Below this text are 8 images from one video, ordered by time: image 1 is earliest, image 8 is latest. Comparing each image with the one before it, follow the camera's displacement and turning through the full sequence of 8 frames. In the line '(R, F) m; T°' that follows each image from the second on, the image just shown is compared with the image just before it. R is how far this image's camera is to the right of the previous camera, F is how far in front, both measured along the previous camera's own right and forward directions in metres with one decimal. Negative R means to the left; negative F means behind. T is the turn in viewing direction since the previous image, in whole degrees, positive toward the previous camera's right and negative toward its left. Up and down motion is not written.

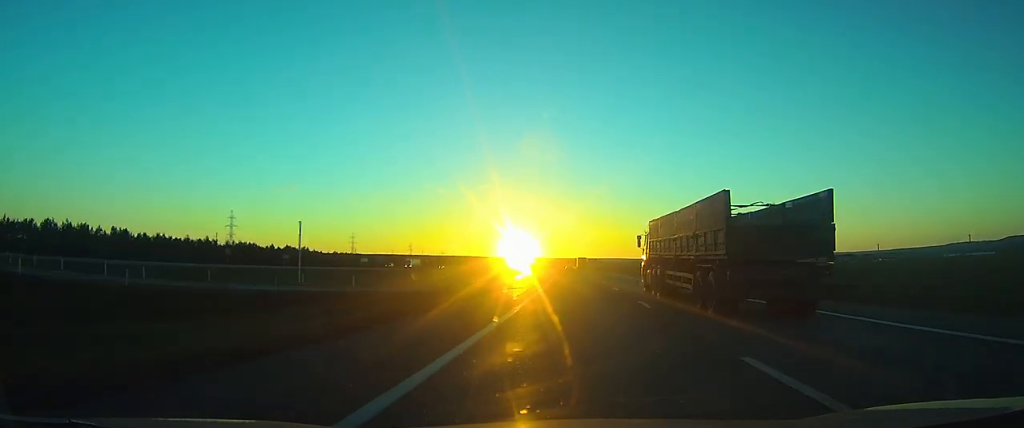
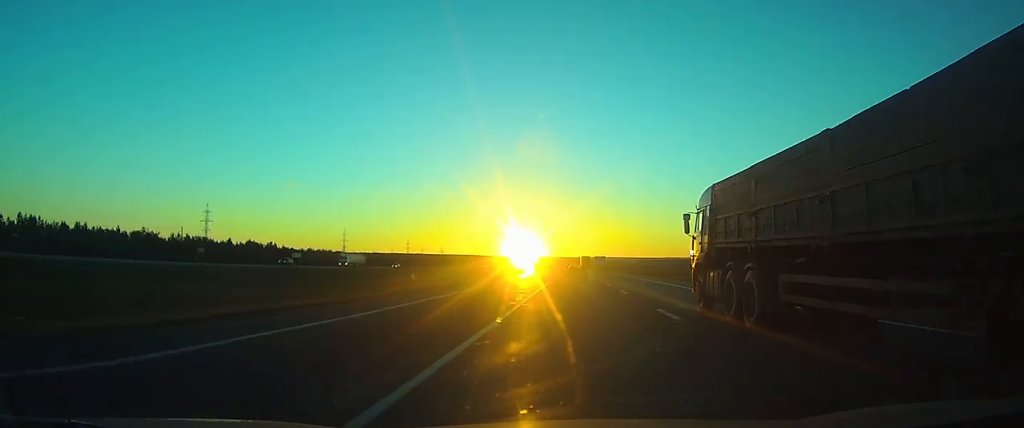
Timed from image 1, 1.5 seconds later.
(-0.3, +38.6) m; -1°
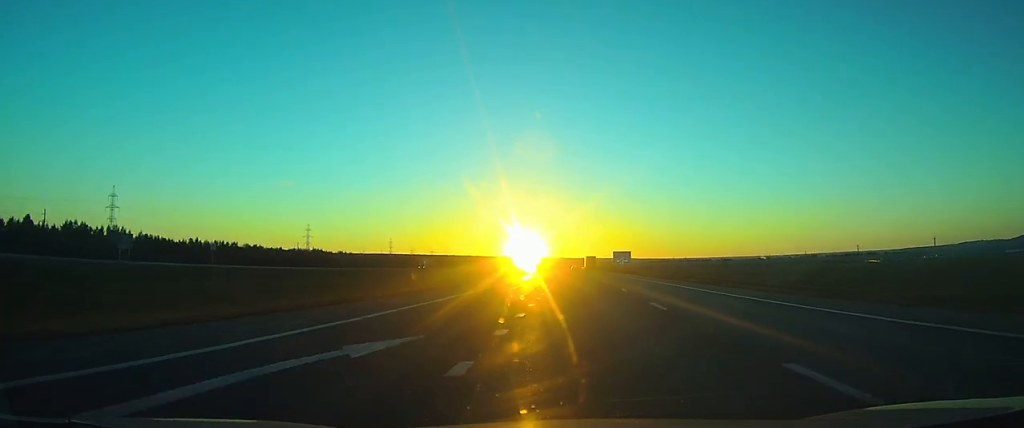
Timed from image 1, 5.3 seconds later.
(-0.6, +101.0) m; 0°
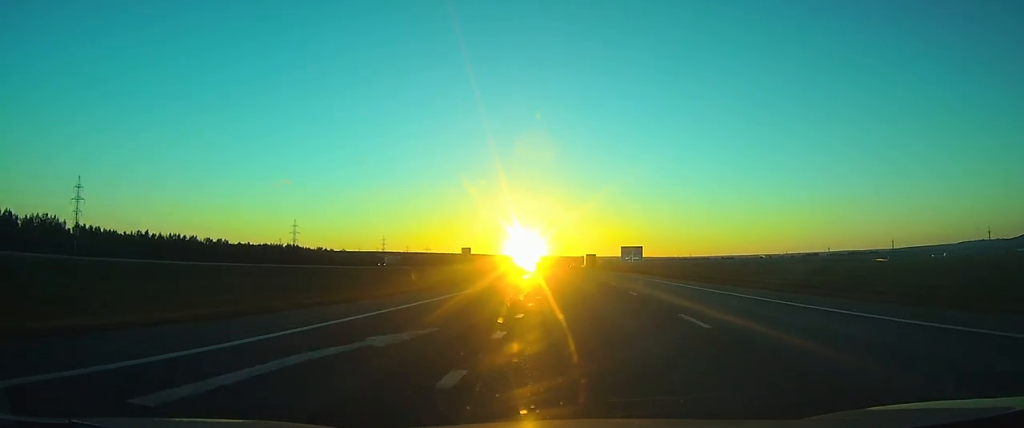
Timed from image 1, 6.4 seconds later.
(0.0, +29.7) m; 0°
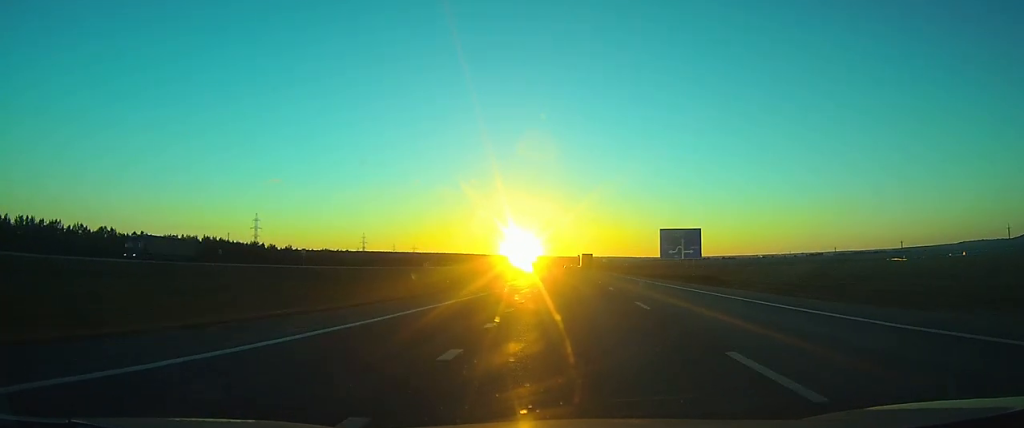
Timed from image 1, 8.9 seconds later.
(+0.4, +68.2) m; 0°
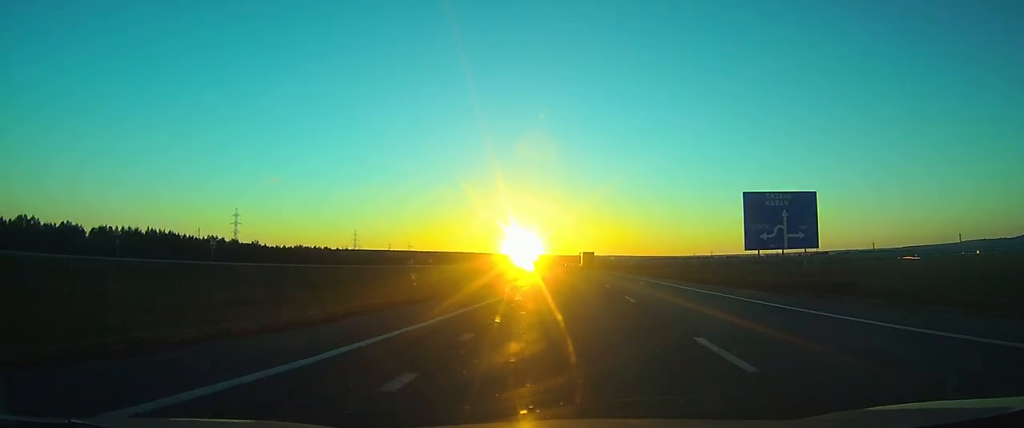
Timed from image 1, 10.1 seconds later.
(0.0, +33.9) m; 0°
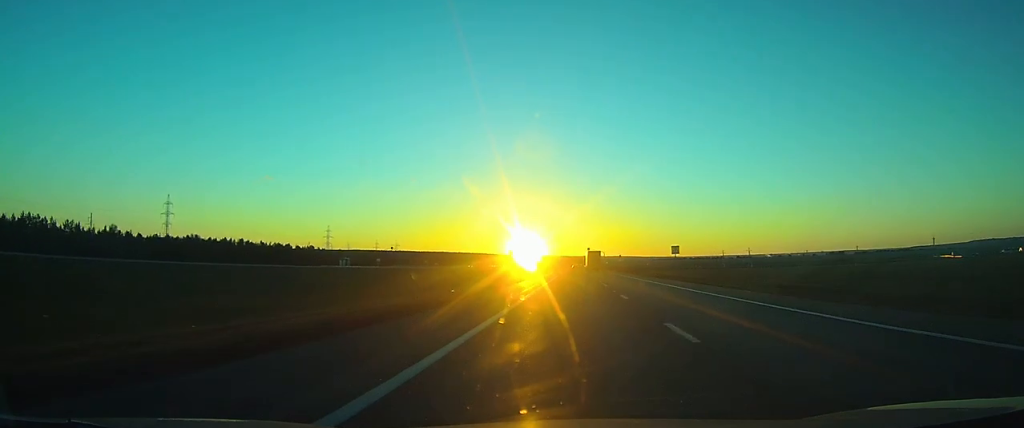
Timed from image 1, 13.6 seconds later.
(-0.7, +89.9) m; -1°
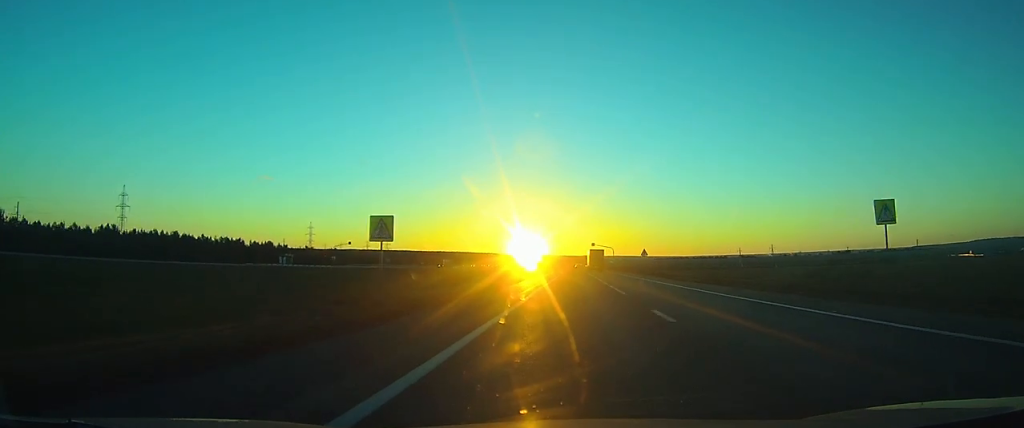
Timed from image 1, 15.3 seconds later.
(-0.1, +44.3) m; 0°
